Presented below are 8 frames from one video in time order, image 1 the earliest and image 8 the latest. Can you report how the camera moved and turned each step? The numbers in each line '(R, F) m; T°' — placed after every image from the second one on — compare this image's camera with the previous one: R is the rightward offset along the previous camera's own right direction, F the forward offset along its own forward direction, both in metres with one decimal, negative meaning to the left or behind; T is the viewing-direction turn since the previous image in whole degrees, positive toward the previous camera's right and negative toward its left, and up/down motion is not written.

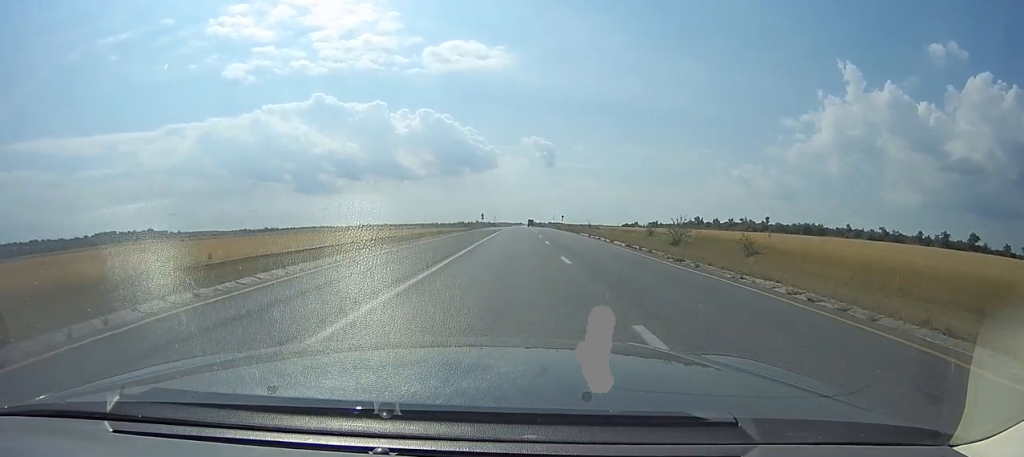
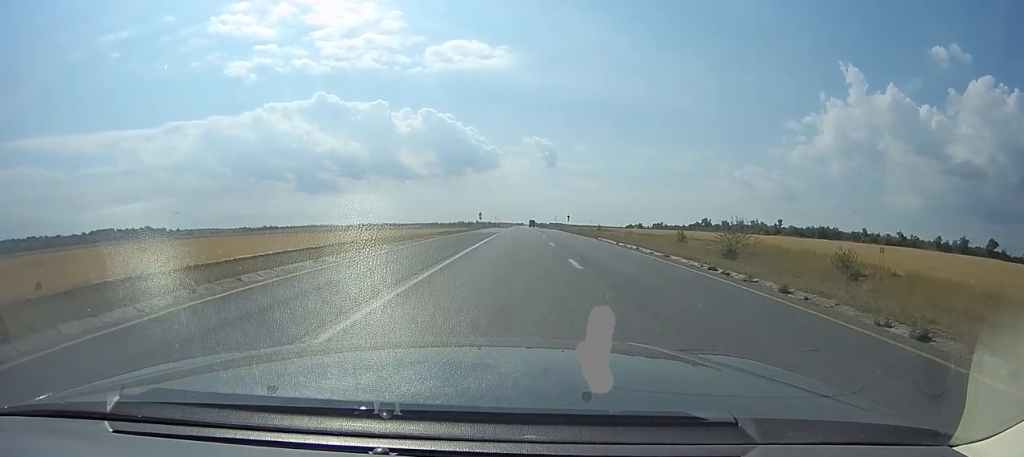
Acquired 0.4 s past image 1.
(+0.3, +13.5) m; -1°
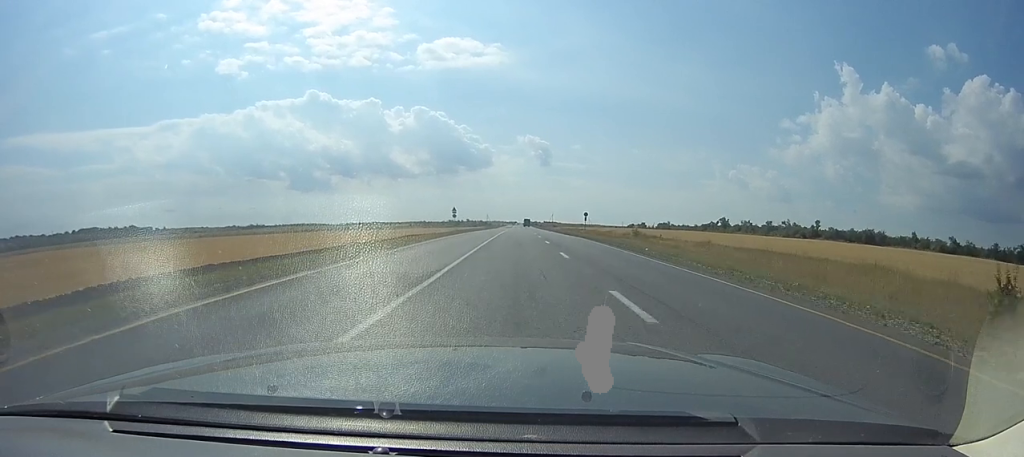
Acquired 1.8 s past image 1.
(-1.2, +41.6) m; -1°
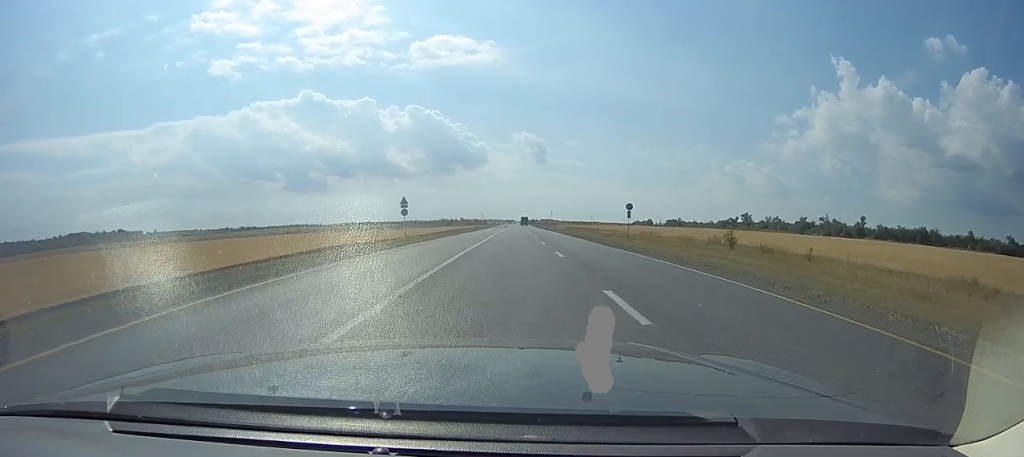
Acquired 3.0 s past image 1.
(+0.4, +35.7) m; 0°
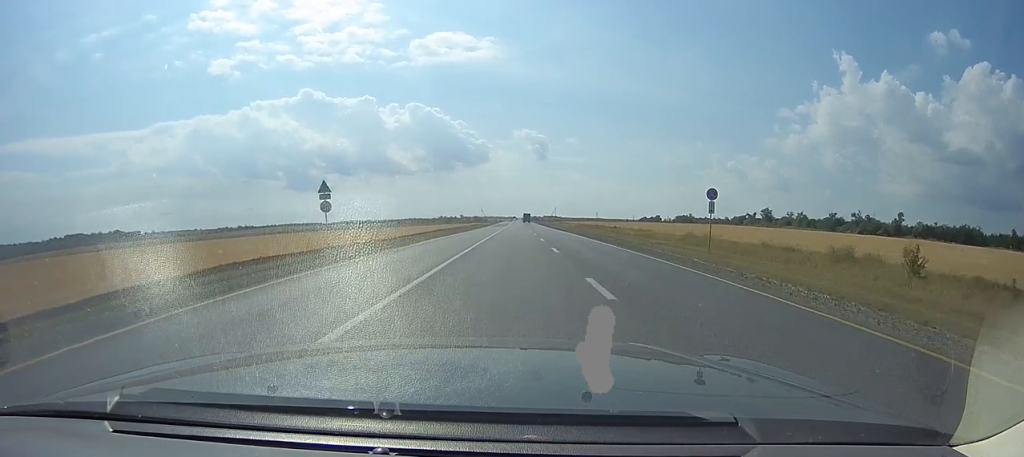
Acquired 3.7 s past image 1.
(0.0, +22.2) m; -1°
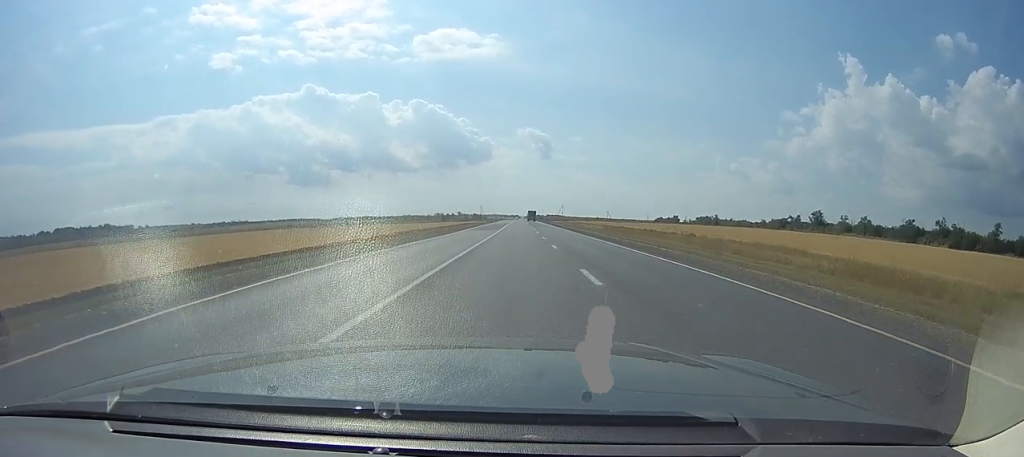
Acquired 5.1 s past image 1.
(-0.4, +44.6) m; -1°
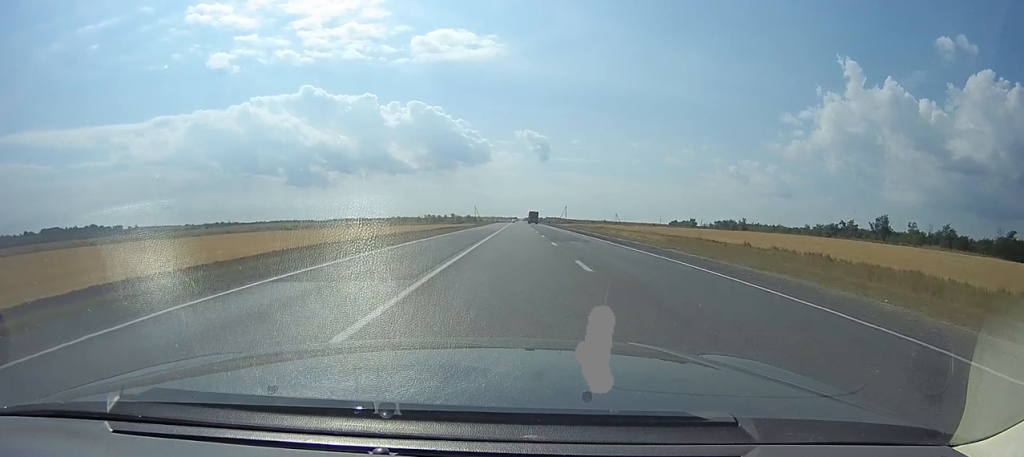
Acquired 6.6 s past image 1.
(-0.2, +45.0) m; -1°
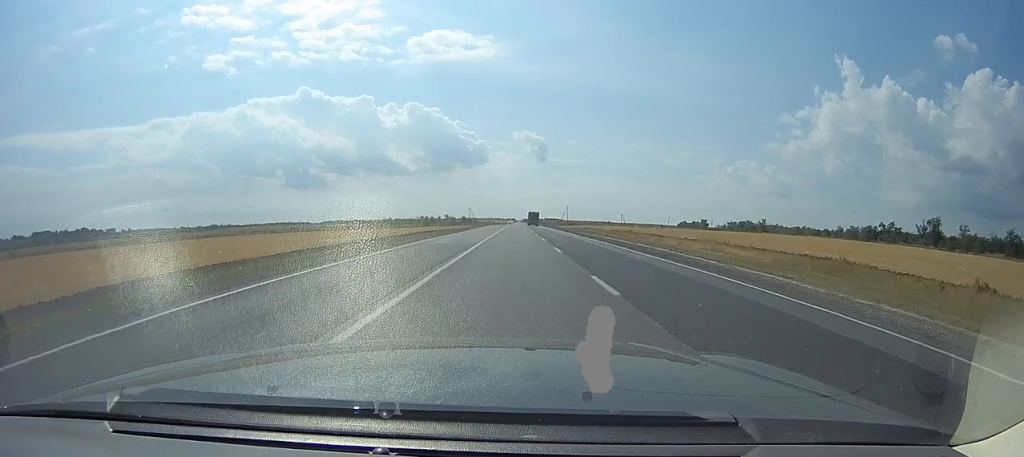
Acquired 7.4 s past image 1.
(-0.8, +27.7) m; +1°
